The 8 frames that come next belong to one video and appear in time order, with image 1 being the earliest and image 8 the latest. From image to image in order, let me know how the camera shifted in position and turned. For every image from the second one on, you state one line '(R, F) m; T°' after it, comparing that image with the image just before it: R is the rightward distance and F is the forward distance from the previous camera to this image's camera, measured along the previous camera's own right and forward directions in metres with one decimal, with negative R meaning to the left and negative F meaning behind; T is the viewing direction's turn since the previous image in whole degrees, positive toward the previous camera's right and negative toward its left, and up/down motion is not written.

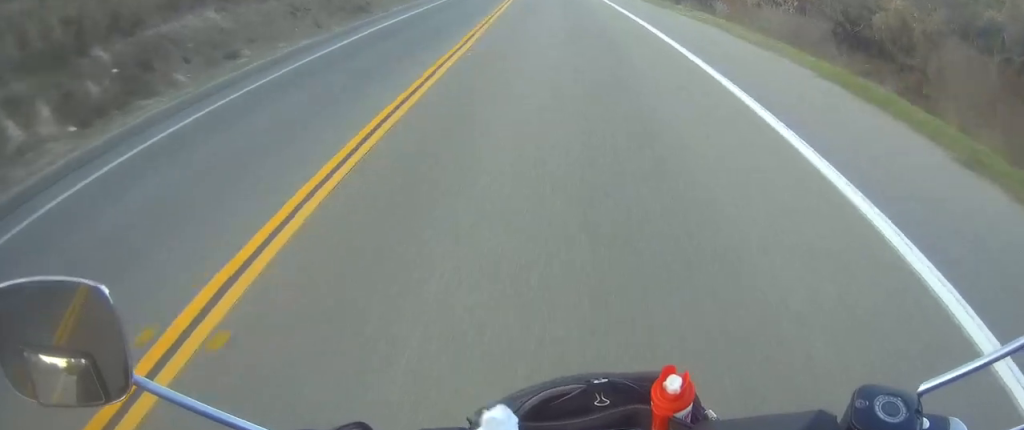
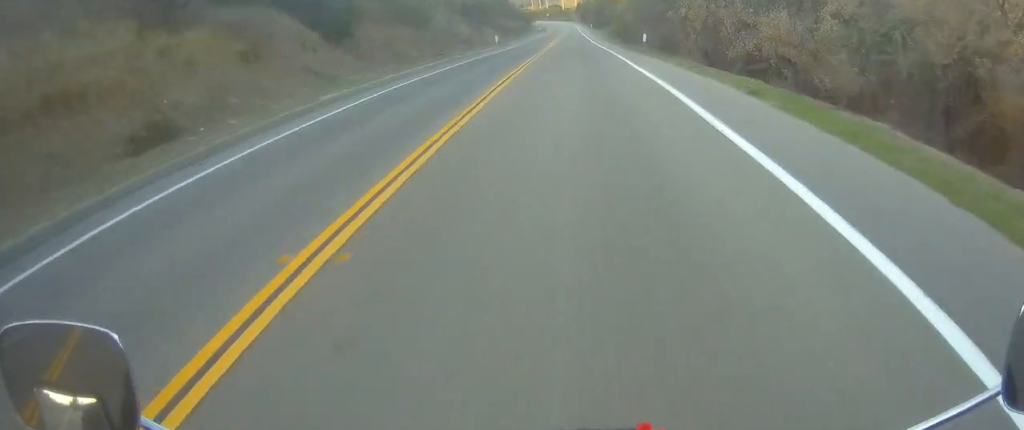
(-2.5, +35.5) m; -7°
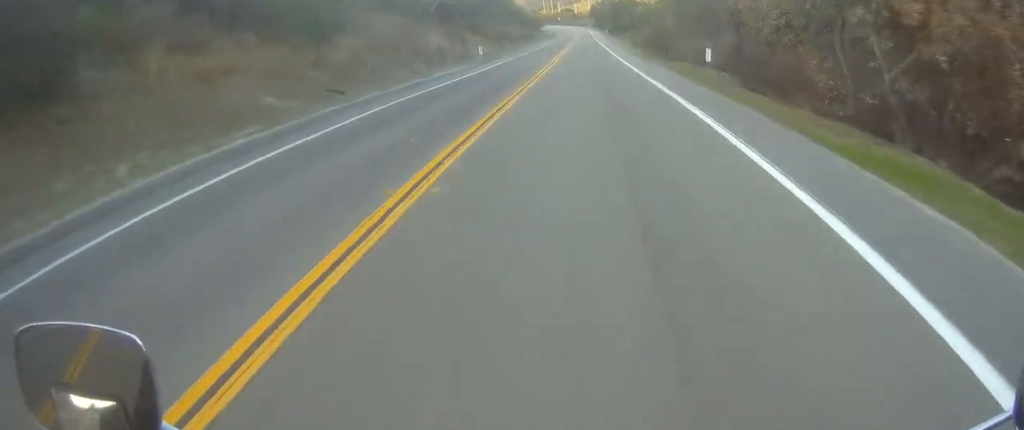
(0.0, +21.1) m; 0°
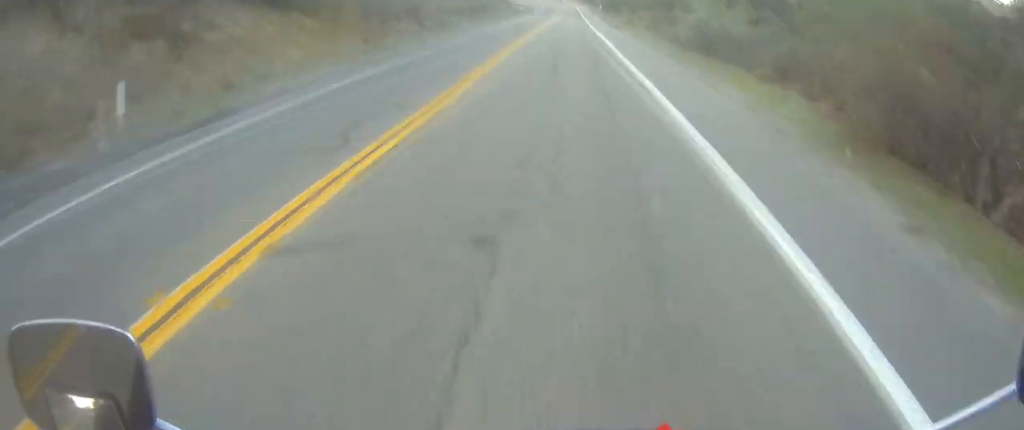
(-0.2, +44.7) m; 0°
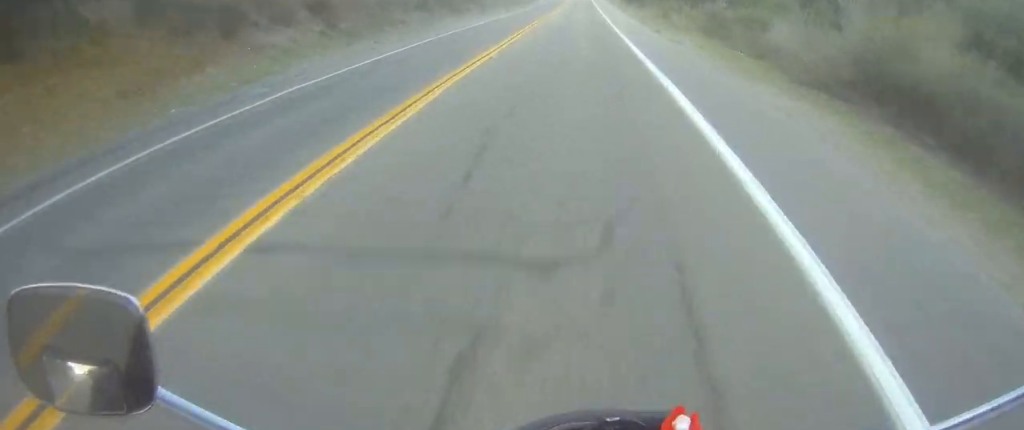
(0.0, +20.0) m; 0°
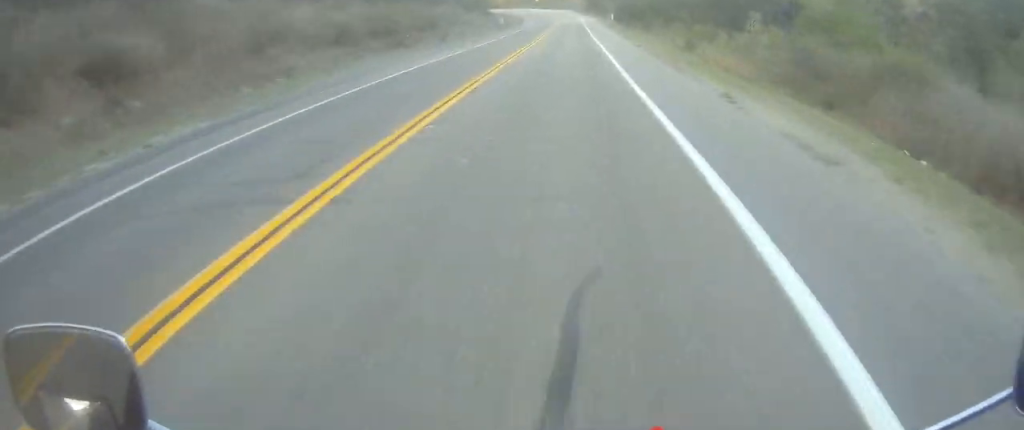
(0.0, +14.4) m; 0°
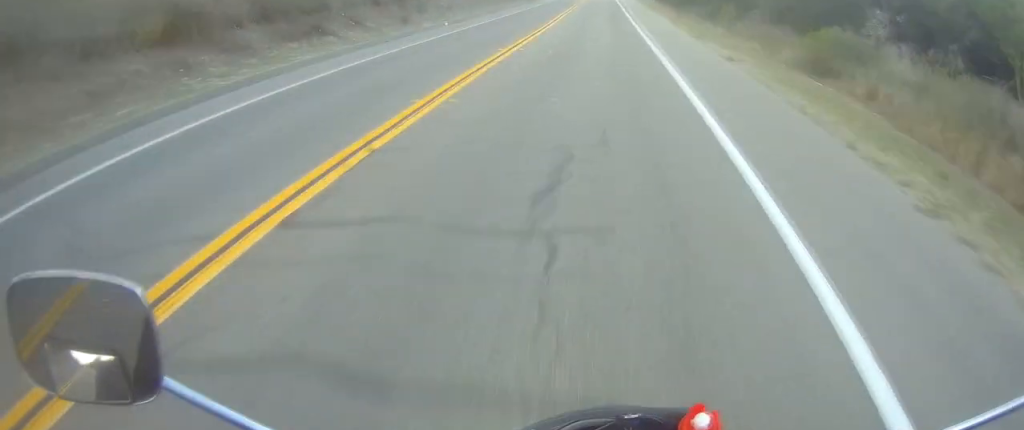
(0.0, +16.6) m; 0°
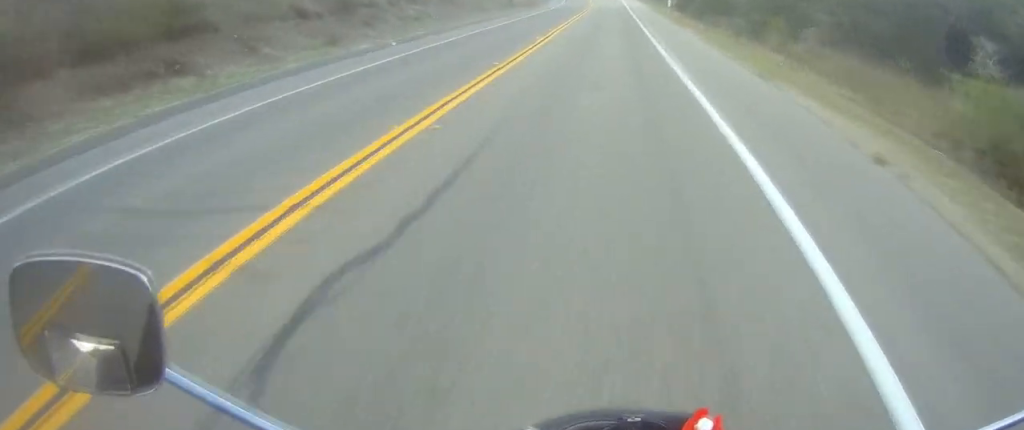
(0.0, +9.3) m; 0°
